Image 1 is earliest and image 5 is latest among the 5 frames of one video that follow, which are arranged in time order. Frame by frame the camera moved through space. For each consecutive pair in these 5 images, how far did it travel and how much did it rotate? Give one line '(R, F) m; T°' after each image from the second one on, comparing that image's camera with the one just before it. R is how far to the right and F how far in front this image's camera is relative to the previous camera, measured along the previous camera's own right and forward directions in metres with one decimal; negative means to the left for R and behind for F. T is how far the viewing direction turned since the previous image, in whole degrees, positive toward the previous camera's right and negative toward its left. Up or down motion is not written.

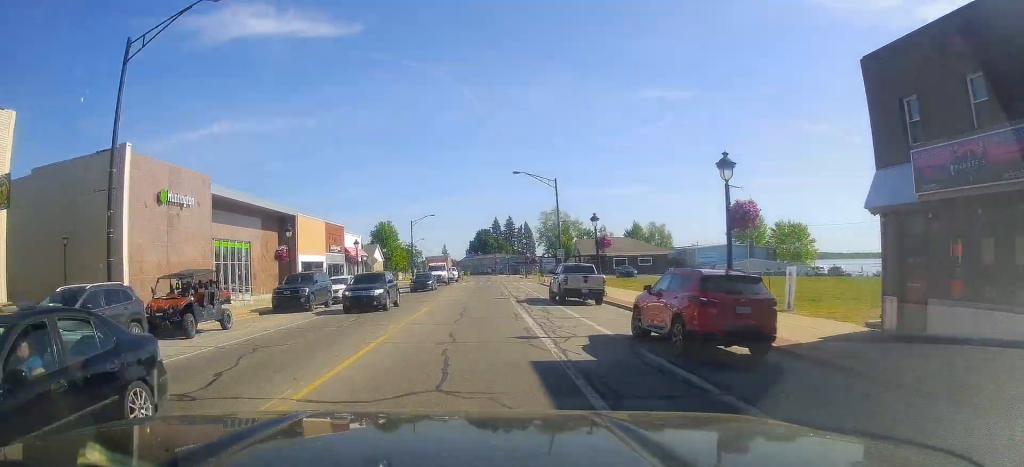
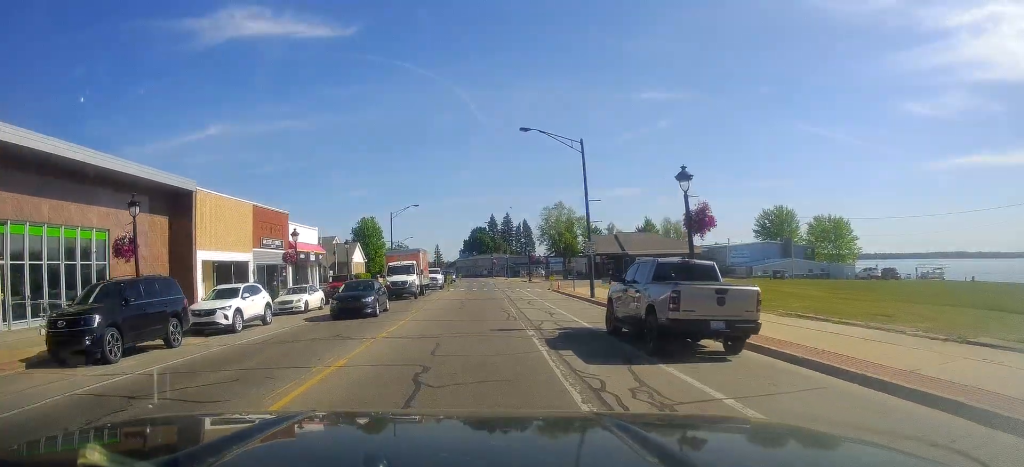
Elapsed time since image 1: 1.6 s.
(0.0, +16.2) m; 0°
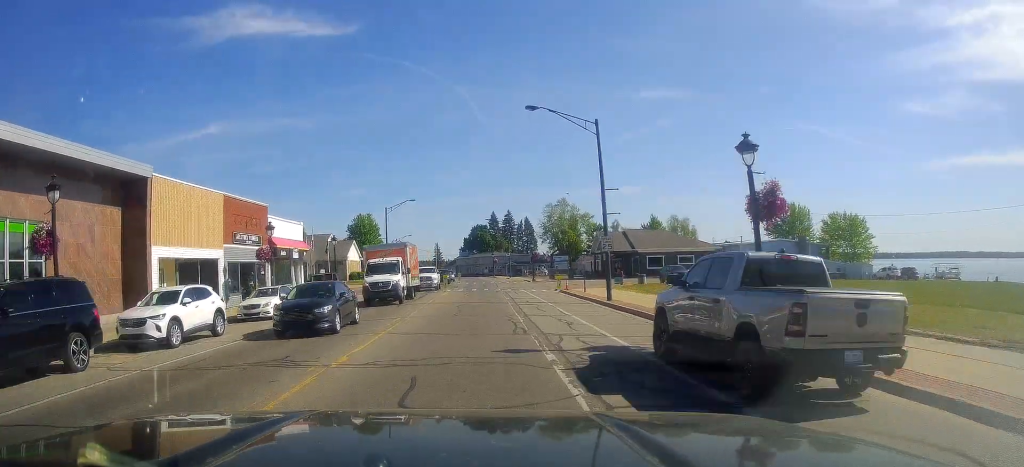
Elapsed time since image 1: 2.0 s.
(0.0, +4.5) m; 0°
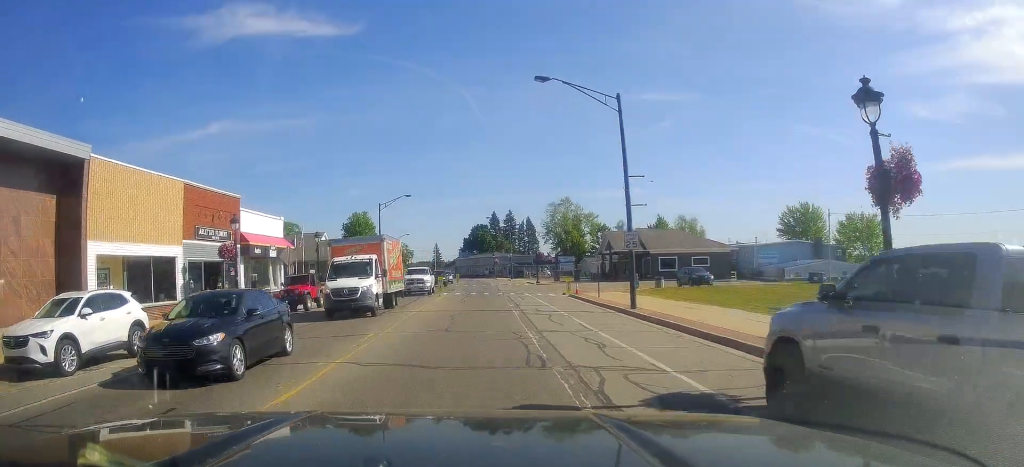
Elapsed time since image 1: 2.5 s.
(0.0, +4.8) m; 0°
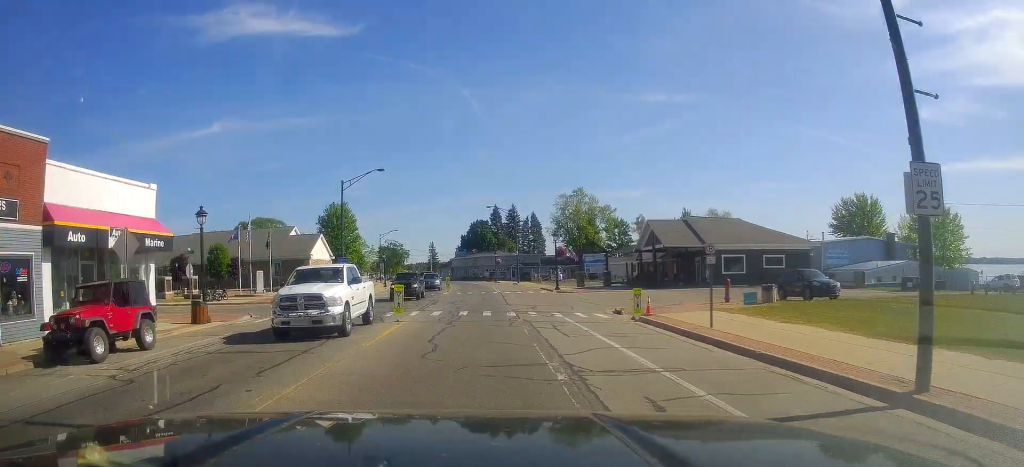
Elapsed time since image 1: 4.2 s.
(0.0, +17.6) m; 0°
